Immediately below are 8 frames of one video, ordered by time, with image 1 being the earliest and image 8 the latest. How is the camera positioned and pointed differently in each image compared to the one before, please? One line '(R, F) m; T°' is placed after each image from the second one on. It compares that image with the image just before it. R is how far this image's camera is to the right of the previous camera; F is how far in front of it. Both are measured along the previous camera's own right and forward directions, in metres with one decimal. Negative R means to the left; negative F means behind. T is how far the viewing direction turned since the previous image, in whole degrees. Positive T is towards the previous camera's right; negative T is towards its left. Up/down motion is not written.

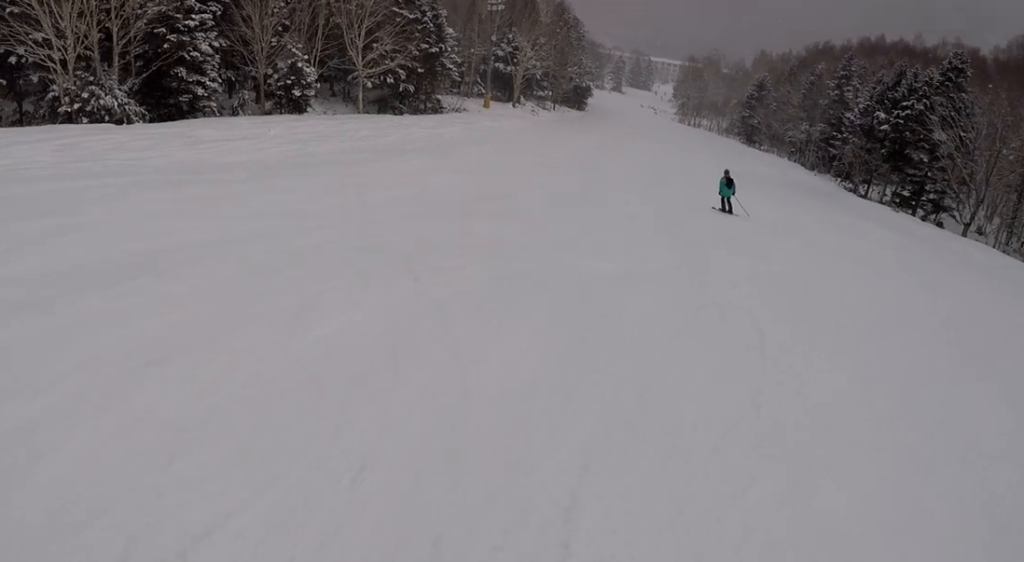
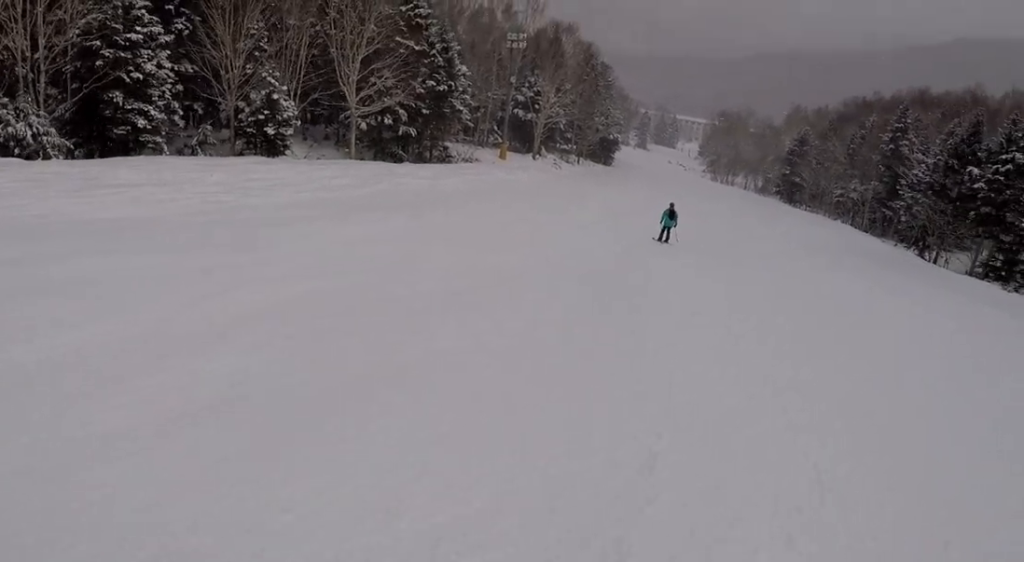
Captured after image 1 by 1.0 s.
(-0.8, +9.8) m; -1°
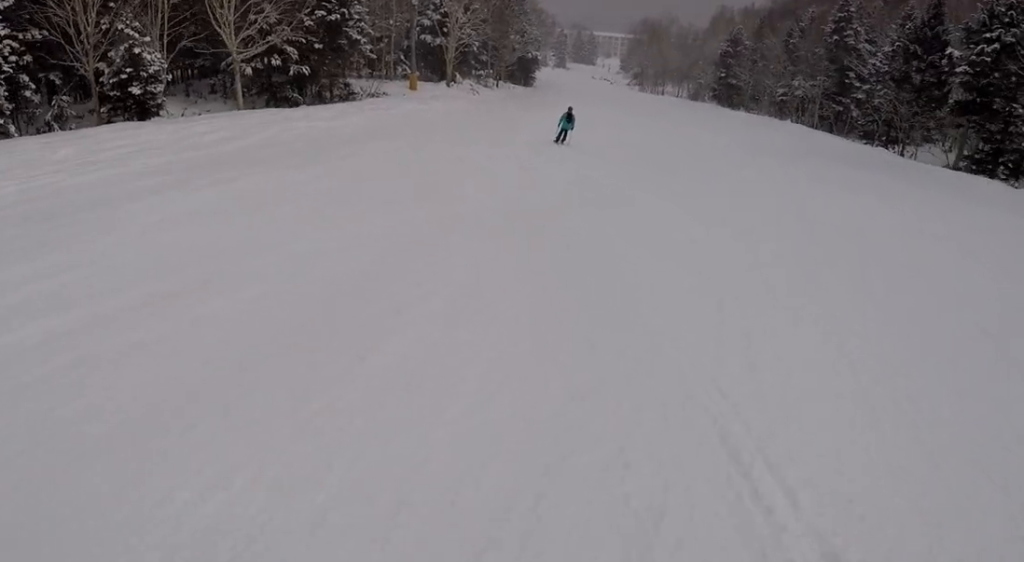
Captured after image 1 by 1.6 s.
(-0.2, +5.3) m; +2°
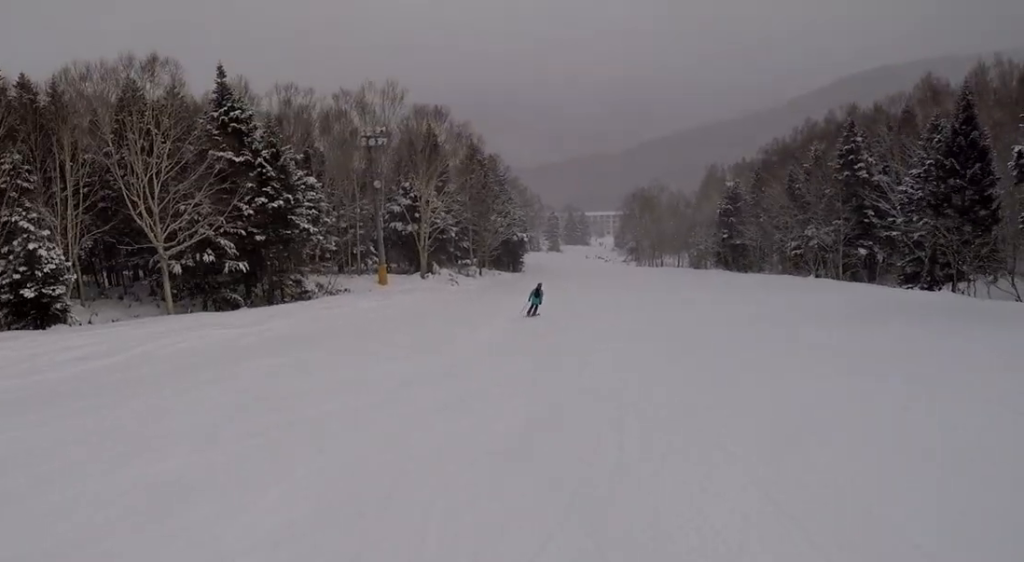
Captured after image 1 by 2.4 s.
(+1.3, +8.1) m; +6°
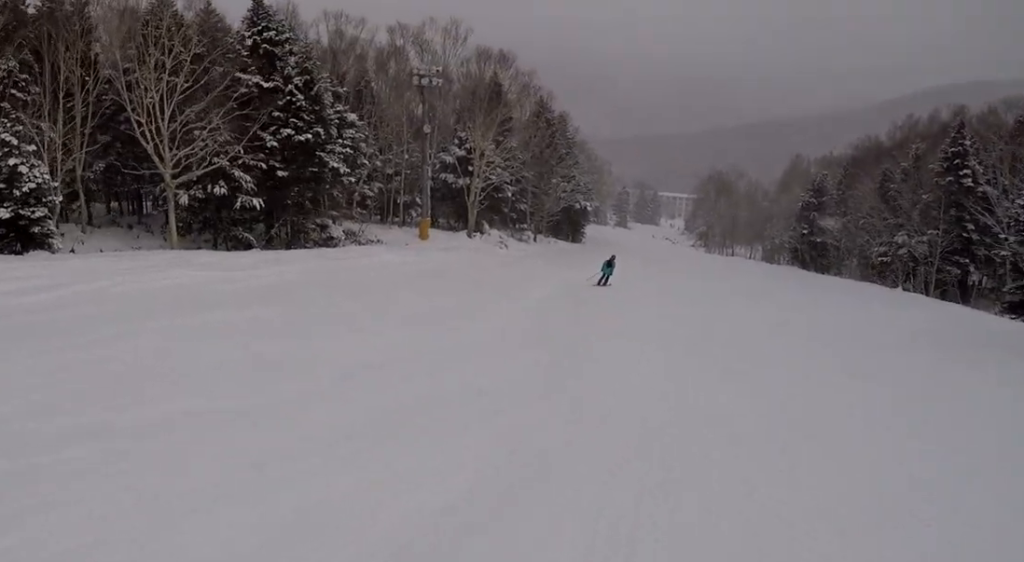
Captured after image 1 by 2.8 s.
(-0.3, +4.8) m; -5°
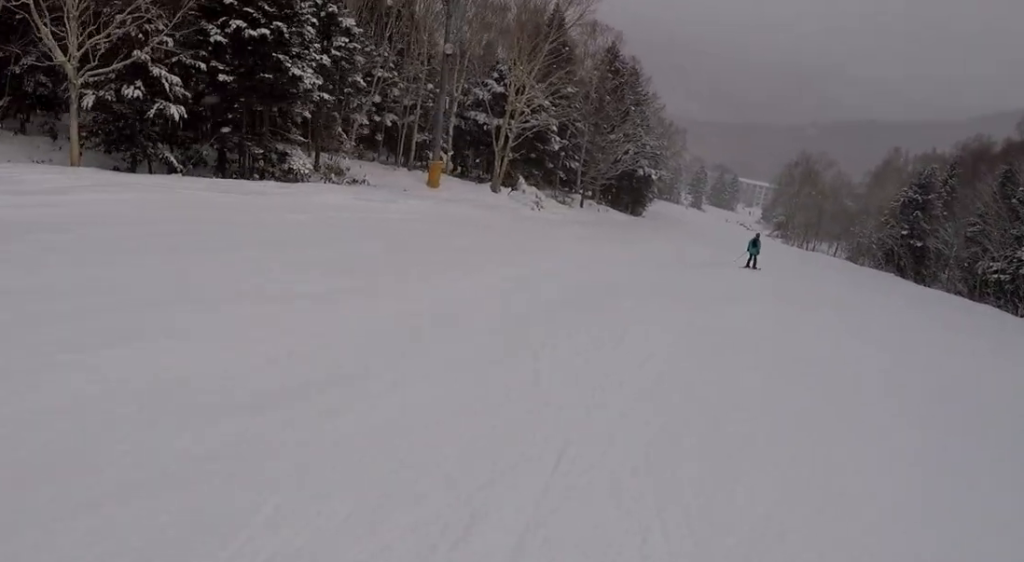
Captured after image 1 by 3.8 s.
(-0.9, +10.2) m; -4°
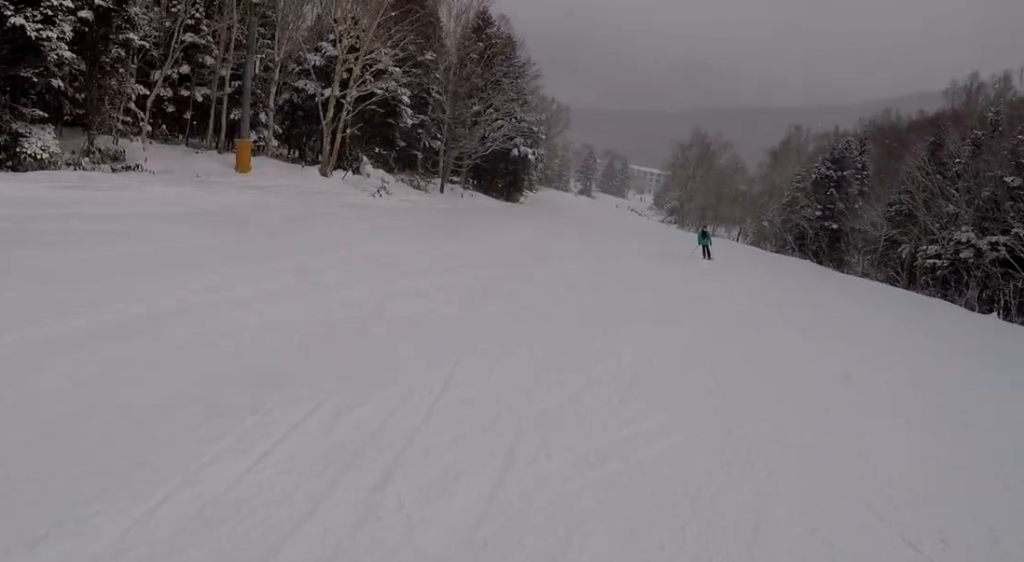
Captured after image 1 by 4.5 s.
(-0.5, +7.9) m; +3°
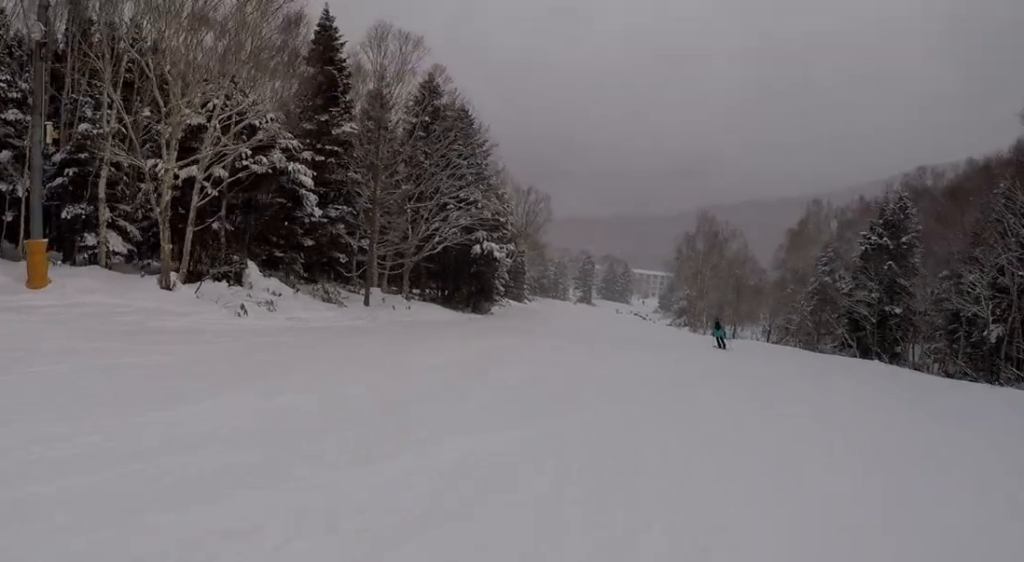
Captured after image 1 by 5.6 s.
(+1.6, +11.7) m; +5°
